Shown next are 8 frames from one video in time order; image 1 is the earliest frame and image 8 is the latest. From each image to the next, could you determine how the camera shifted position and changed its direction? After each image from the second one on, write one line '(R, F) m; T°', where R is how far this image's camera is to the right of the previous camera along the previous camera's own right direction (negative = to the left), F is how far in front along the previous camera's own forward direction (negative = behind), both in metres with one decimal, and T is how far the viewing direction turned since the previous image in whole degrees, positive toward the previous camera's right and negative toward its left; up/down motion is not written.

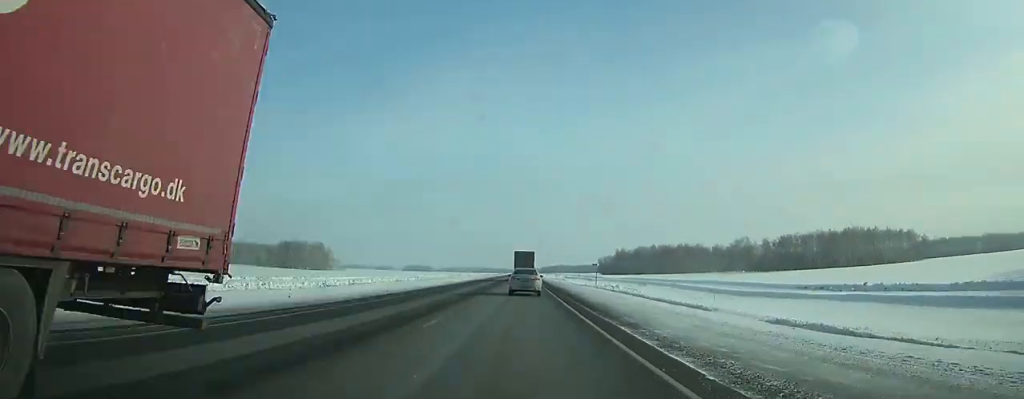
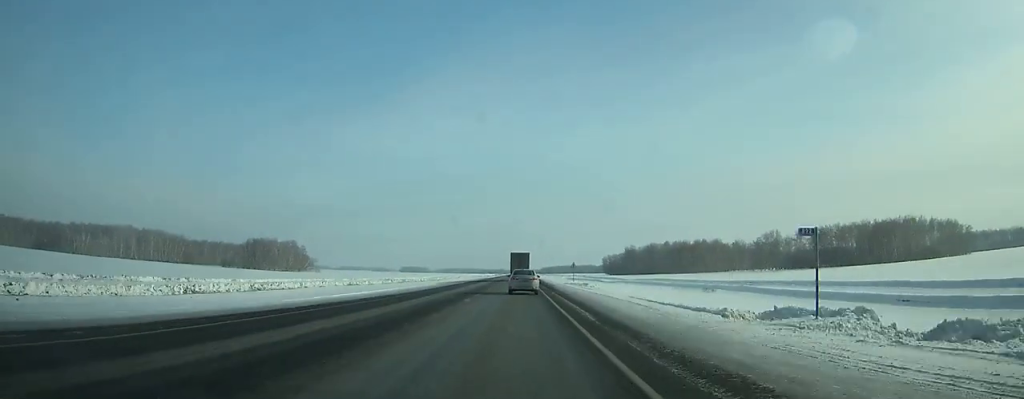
(+0.1, +50.0) m; 0°
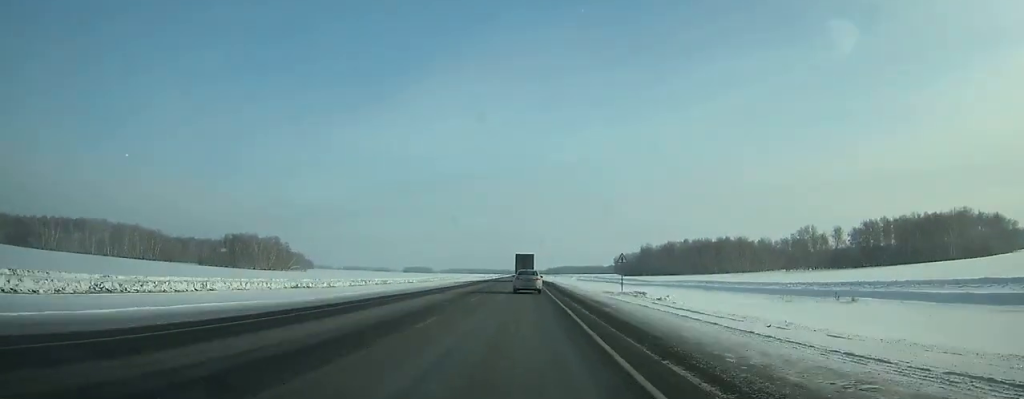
(0.0, +38.2) m; 0°
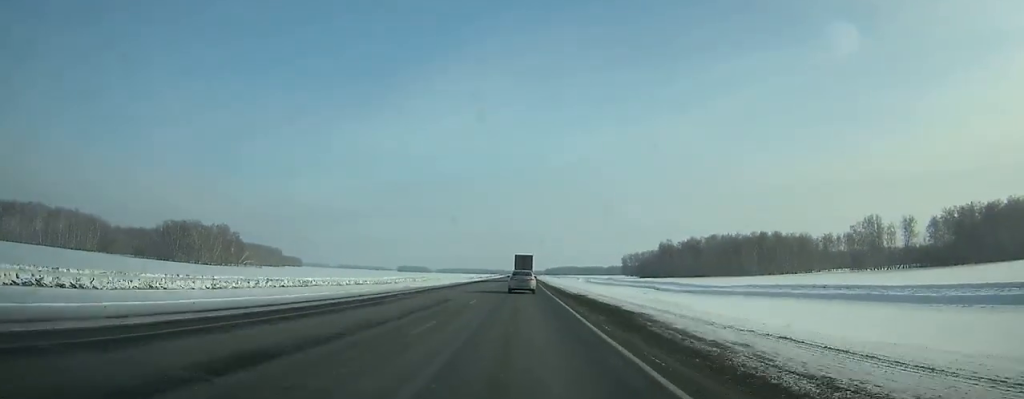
(-0.1, +61.8) m; 0°
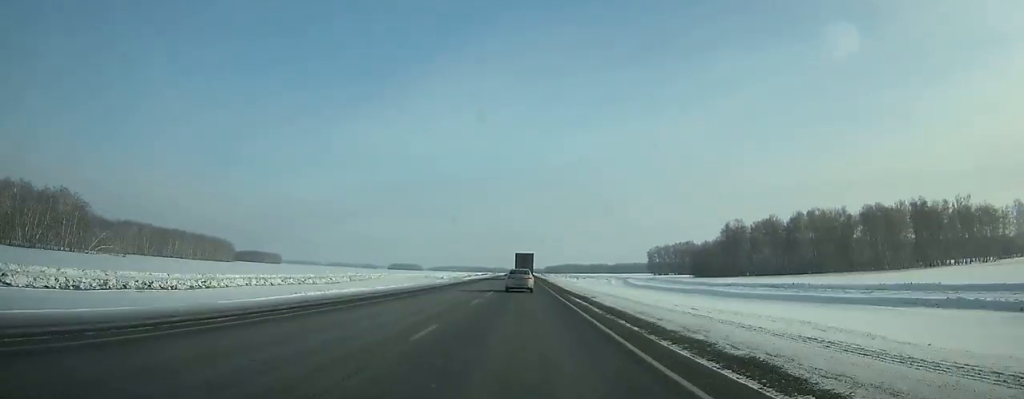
(+0.1, +107.8) m; 0°
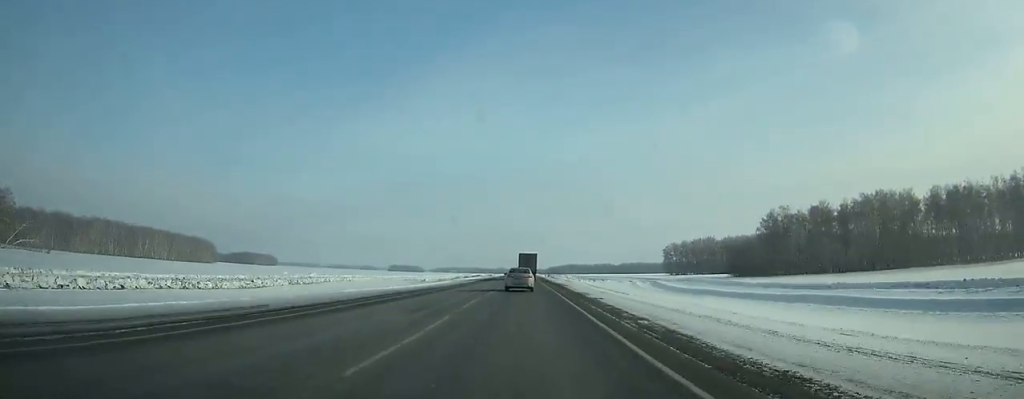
(0.0, +38.2) m; 0°
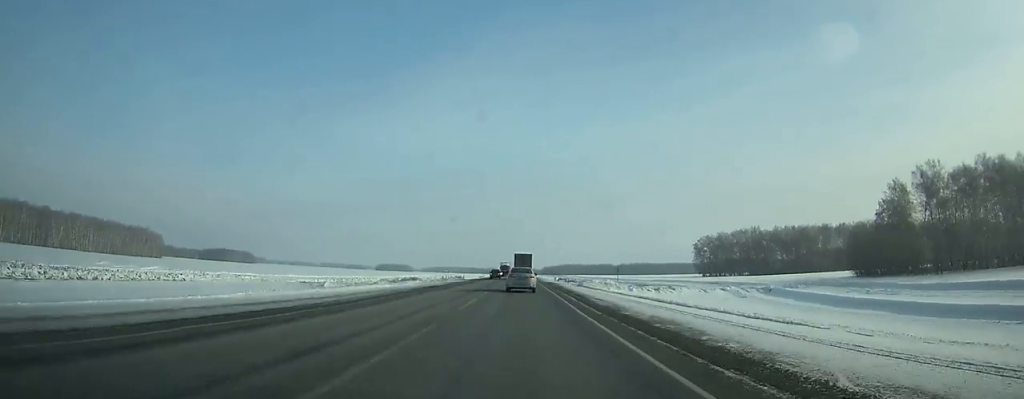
(+0.3, +77.5) m; 0°
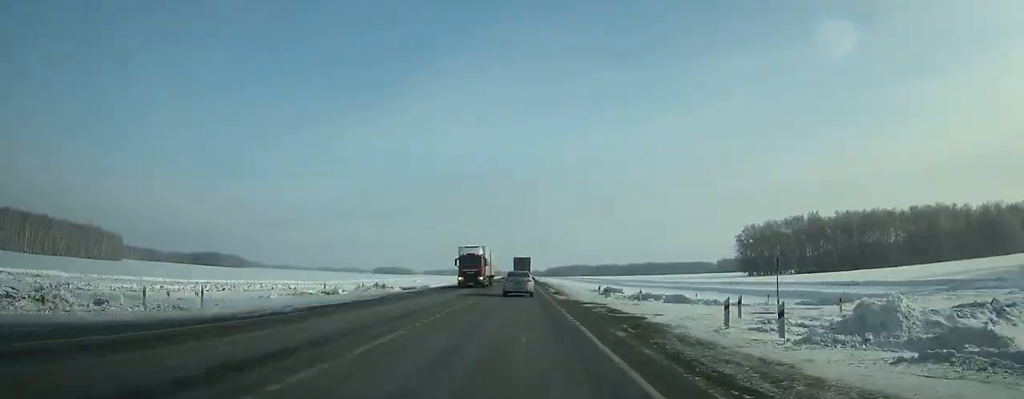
(+0.1, +58.3) m; 0°
